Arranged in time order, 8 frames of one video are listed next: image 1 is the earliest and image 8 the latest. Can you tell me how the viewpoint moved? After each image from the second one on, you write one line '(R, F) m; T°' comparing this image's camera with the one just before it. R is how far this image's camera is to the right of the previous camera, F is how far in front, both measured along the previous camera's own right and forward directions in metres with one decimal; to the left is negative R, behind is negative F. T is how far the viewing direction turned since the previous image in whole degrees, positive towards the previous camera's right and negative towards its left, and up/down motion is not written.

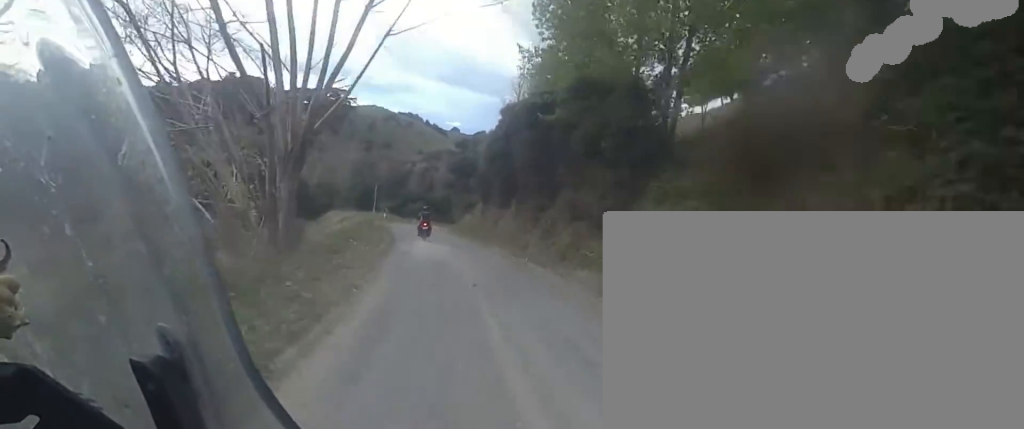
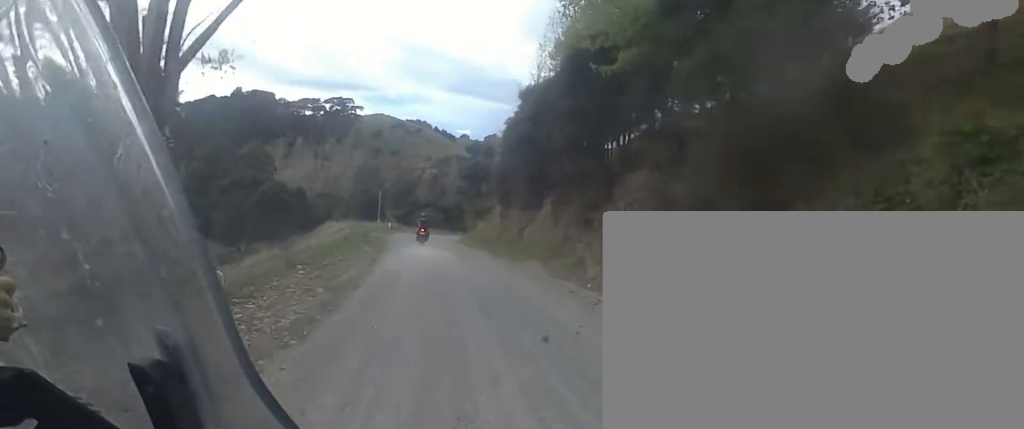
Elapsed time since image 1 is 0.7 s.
(-0.1, +8.5) m; -2°
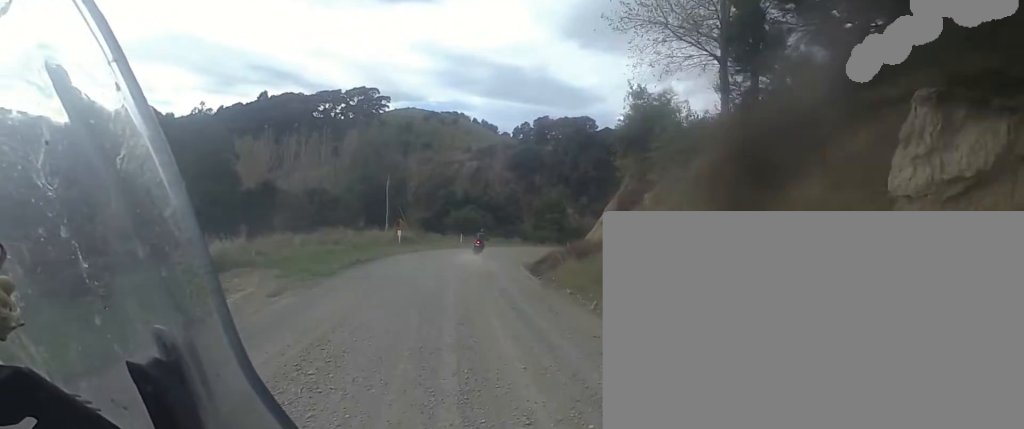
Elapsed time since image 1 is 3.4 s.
(-3.6, +32.4) m; -10°
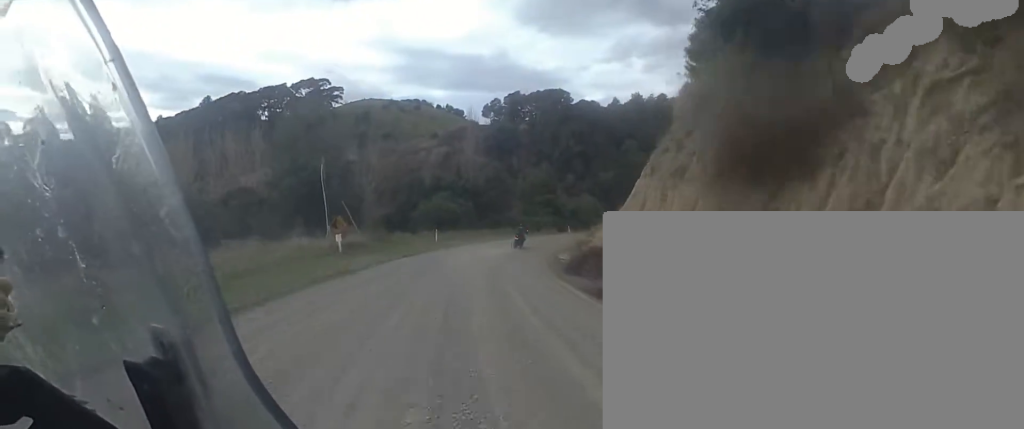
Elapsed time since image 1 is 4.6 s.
(+1.1, +13.4) m; +9°
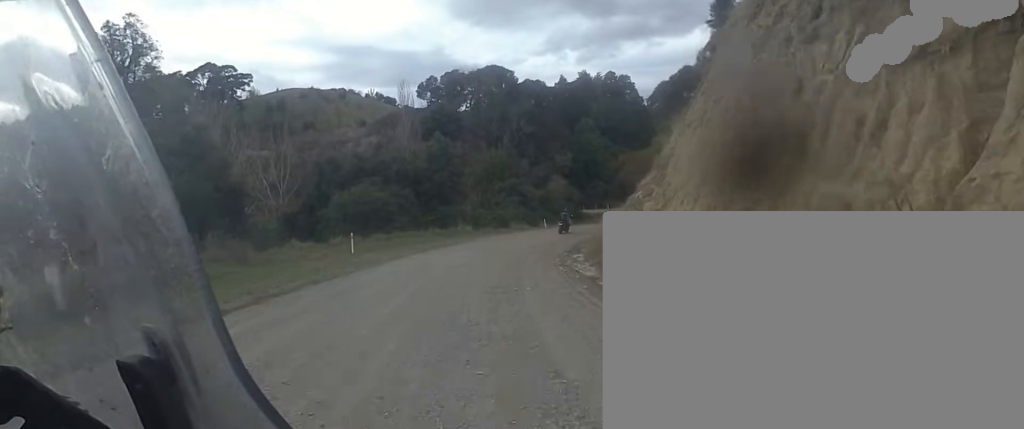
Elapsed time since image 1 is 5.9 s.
(+0.7, +14.9) m; +10°
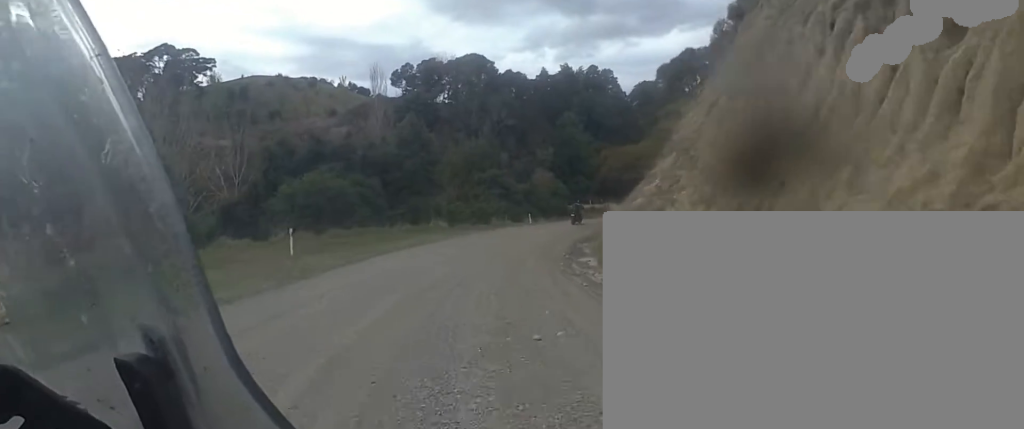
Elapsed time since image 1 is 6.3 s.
(-0.8, +4.8) m; +6°
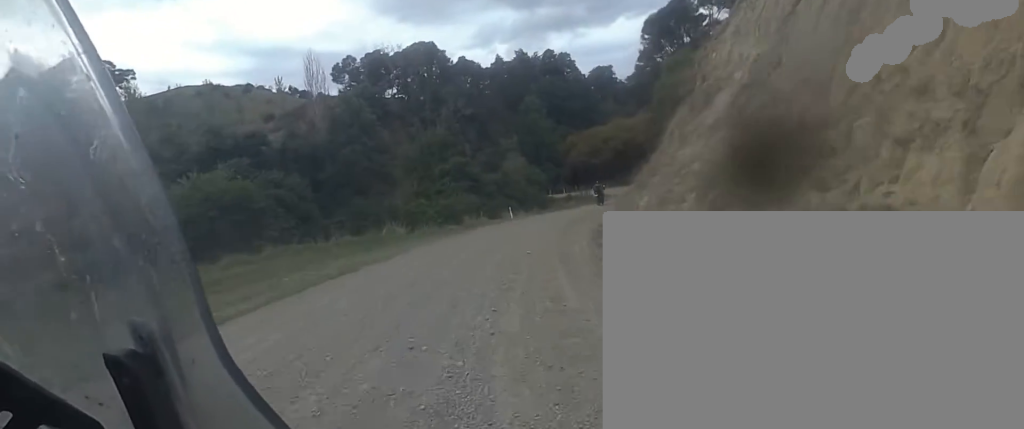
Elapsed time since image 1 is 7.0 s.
(+2.1, +7.4) m; +6°
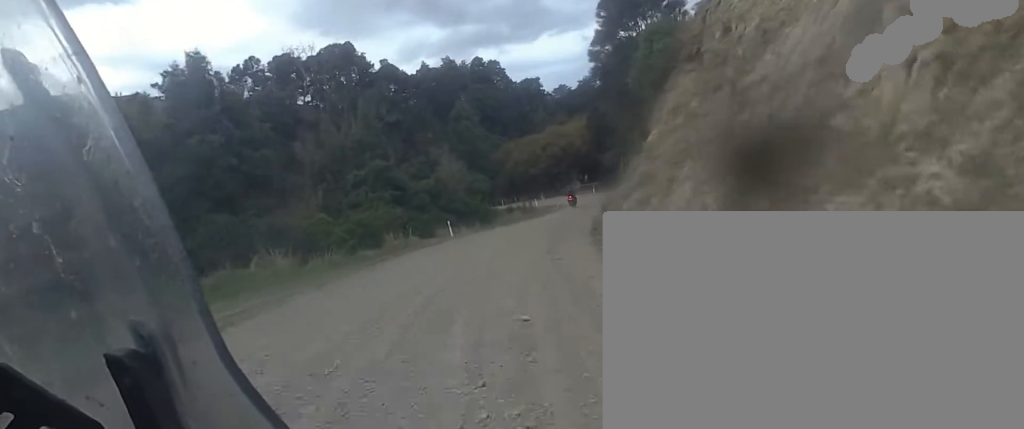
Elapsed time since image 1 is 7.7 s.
(+0.2, +7.4) m; +6°
